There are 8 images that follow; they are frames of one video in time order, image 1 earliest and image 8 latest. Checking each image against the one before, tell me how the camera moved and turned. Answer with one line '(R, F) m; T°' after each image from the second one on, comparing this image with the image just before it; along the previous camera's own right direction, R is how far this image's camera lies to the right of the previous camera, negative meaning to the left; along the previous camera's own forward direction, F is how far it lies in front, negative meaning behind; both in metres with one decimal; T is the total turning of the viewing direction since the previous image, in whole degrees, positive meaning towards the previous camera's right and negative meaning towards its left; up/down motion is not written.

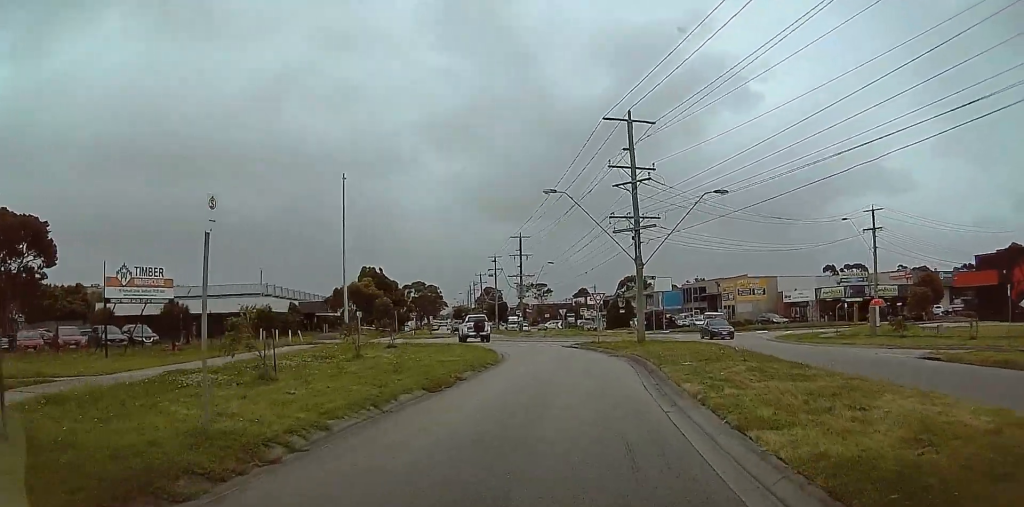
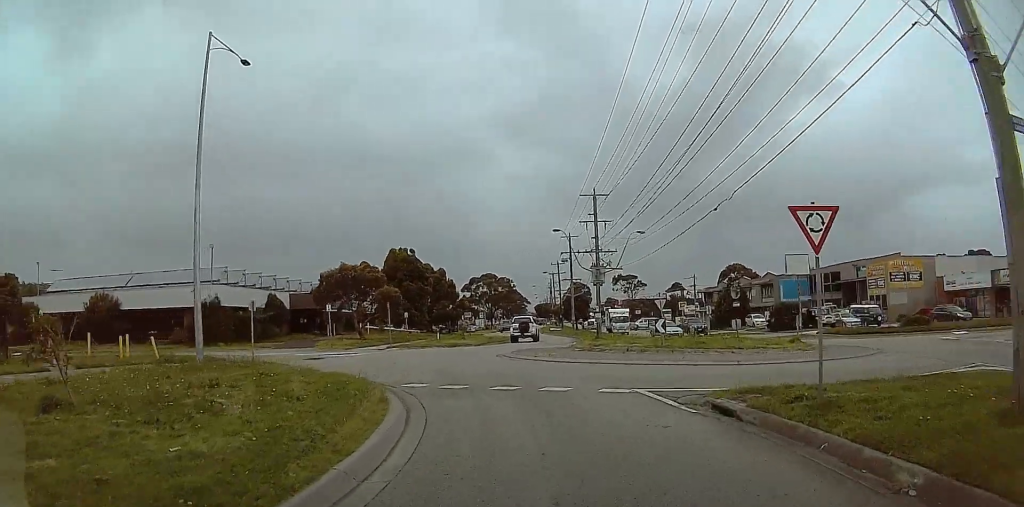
(-0.1, +26.4) m; -6°
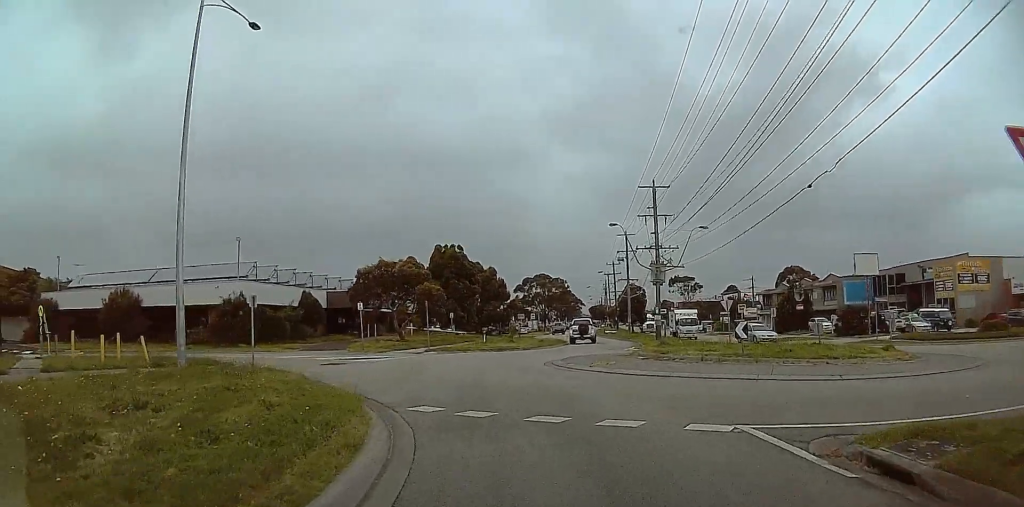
(-0.4, +4.4) m; -2°
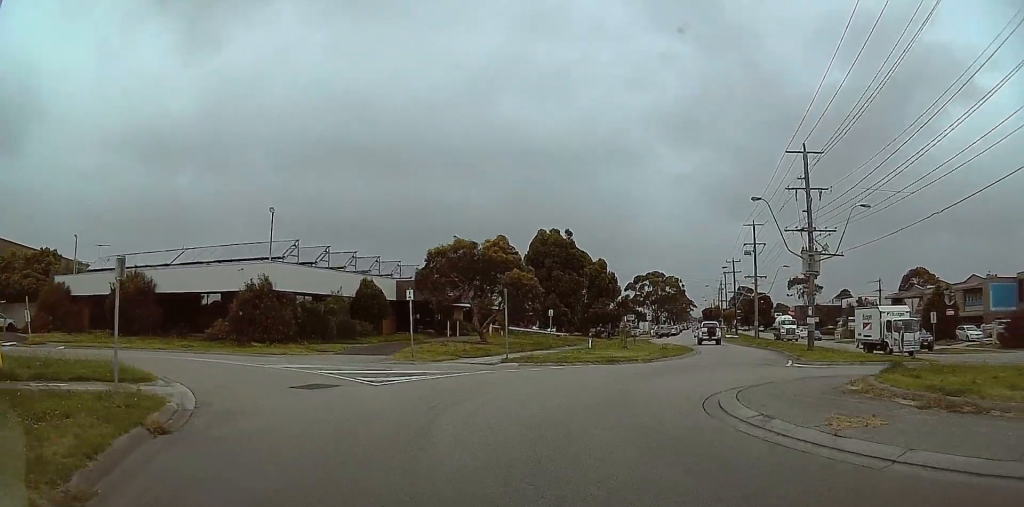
(-0.6, +12.4) m; -6°
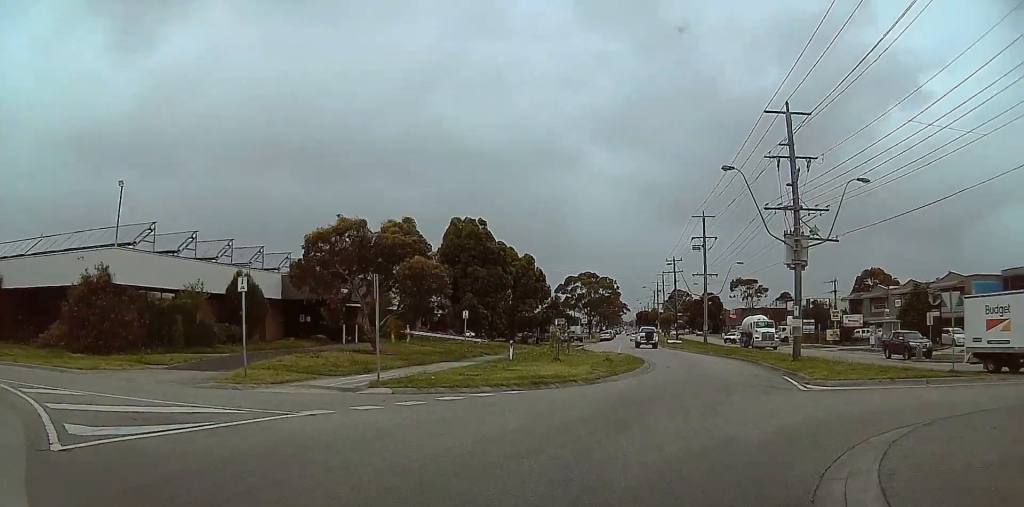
(-0.5, +9.3) m; -1°
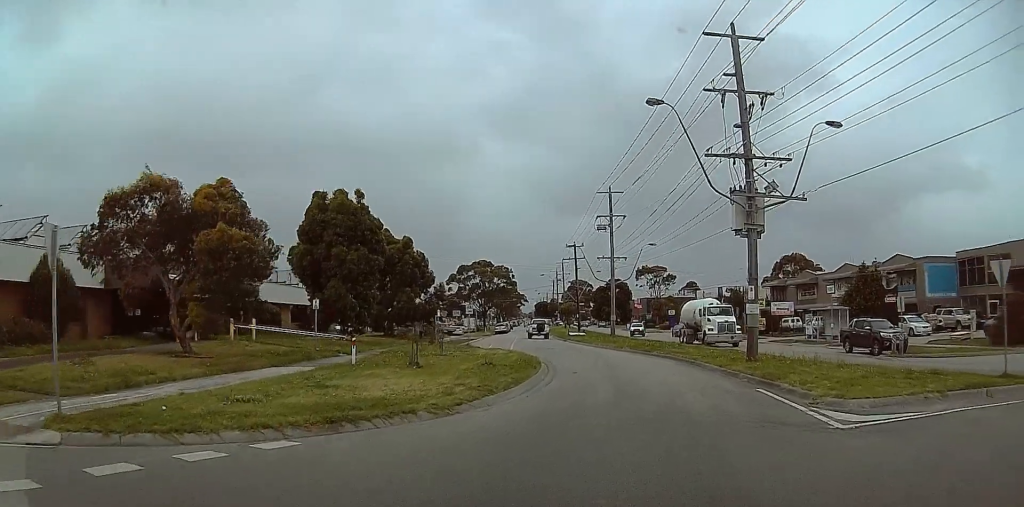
(+0.3, +9.0) m; +6°
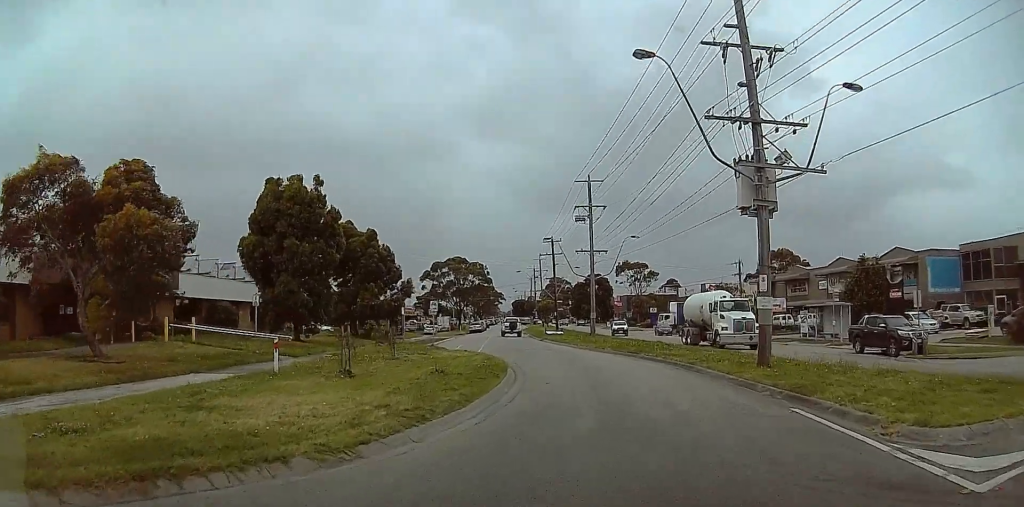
(+0.1, +4.4) m; +2°
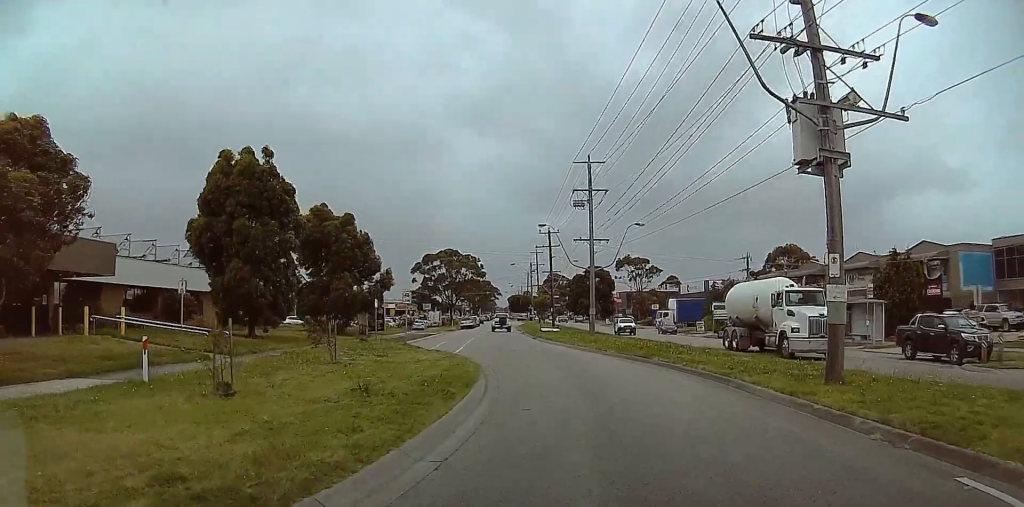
(+0.4, +6.0) m; +2°
